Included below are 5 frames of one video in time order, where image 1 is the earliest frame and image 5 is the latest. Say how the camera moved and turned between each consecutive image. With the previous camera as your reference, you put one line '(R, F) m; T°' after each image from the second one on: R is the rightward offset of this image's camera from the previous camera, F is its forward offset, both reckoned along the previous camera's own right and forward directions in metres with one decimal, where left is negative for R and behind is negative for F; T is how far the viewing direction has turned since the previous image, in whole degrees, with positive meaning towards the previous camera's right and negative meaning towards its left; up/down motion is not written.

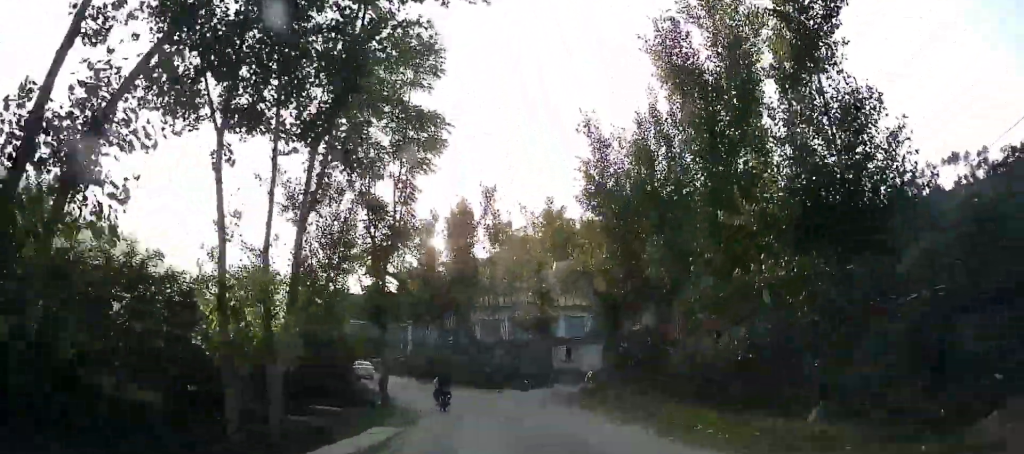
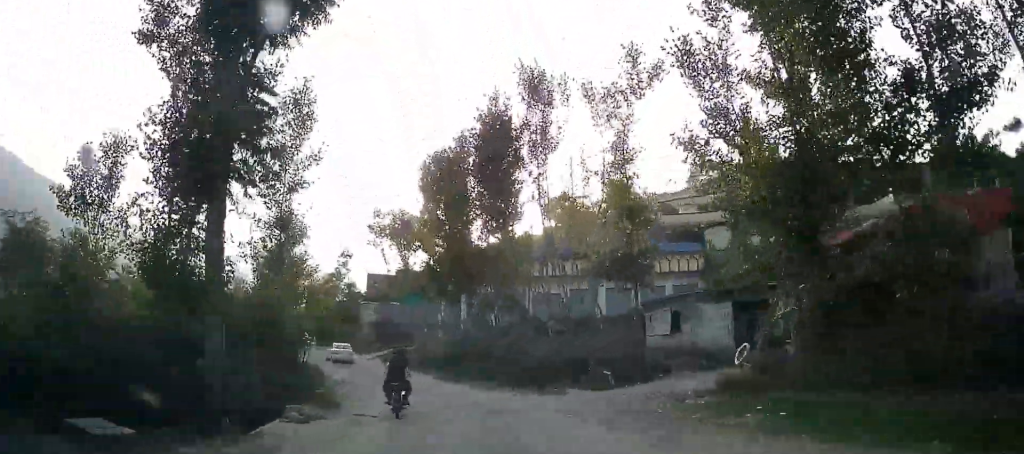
(-0.2, +9.6) m; -3°
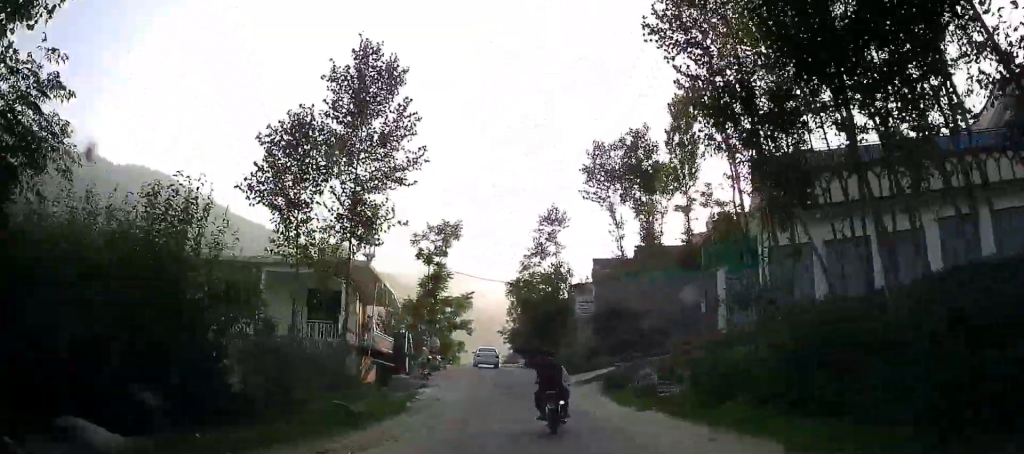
(-2.4, +26.6) m; -17°
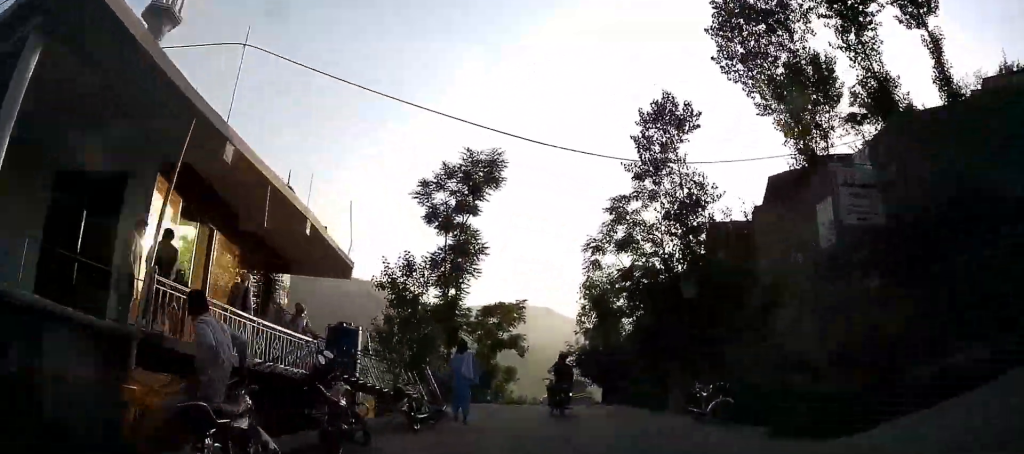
(-3.4, +23.6) m; -9°
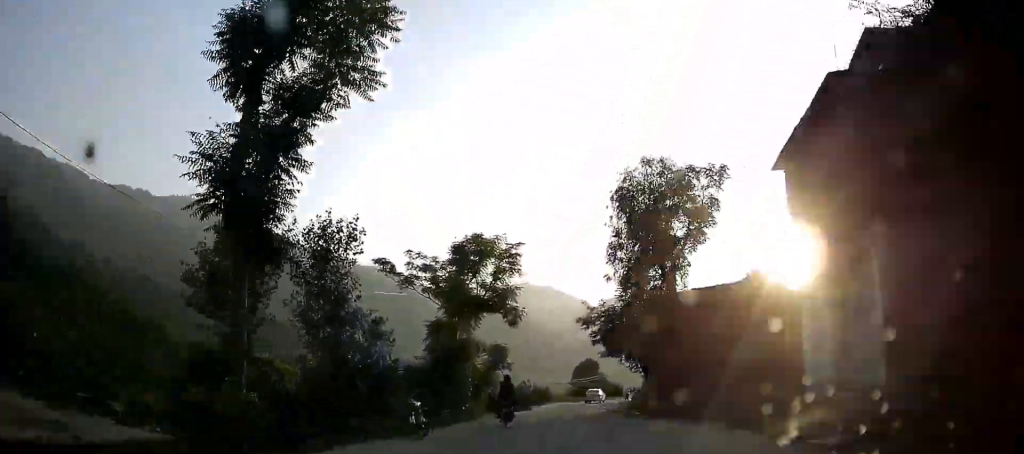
(-0.3, +18.6) m; -1°
